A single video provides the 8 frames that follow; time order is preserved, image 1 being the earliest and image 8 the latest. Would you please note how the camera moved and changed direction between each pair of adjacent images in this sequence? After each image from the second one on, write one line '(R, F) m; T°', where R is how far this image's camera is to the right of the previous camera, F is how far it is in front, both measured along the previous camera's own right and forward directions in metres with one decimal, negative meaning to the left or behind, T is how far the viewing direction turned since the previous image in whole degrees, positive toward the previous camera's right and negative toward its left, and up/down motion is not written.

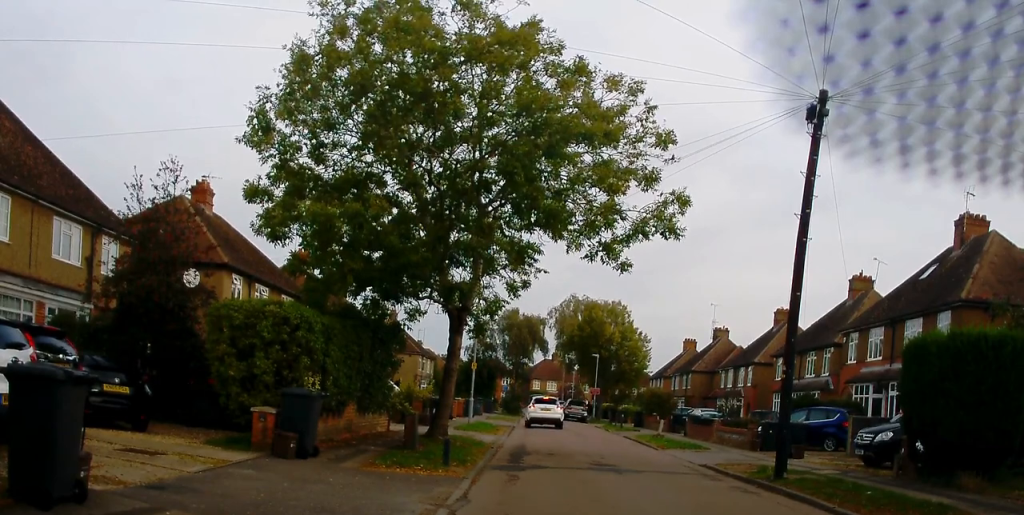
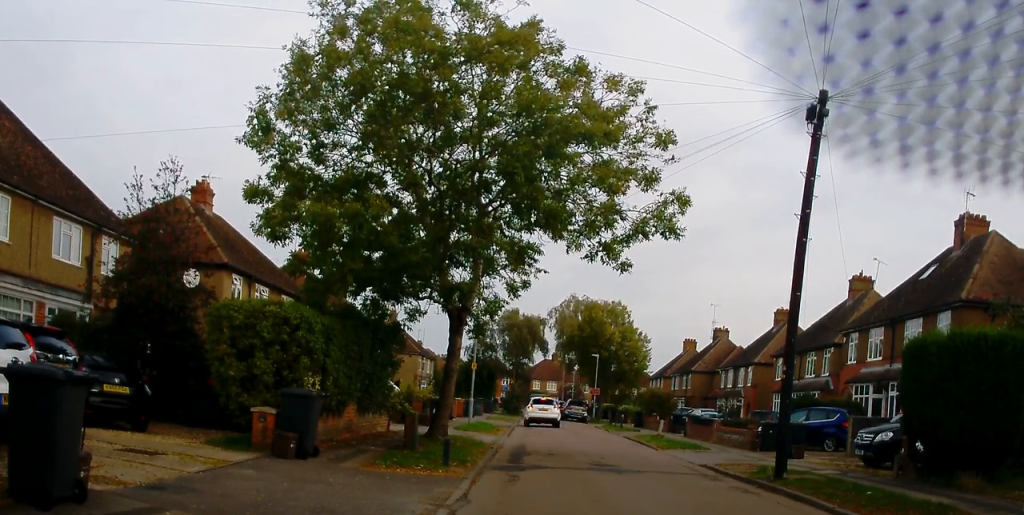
(+0.1, 0.0) m; 0°
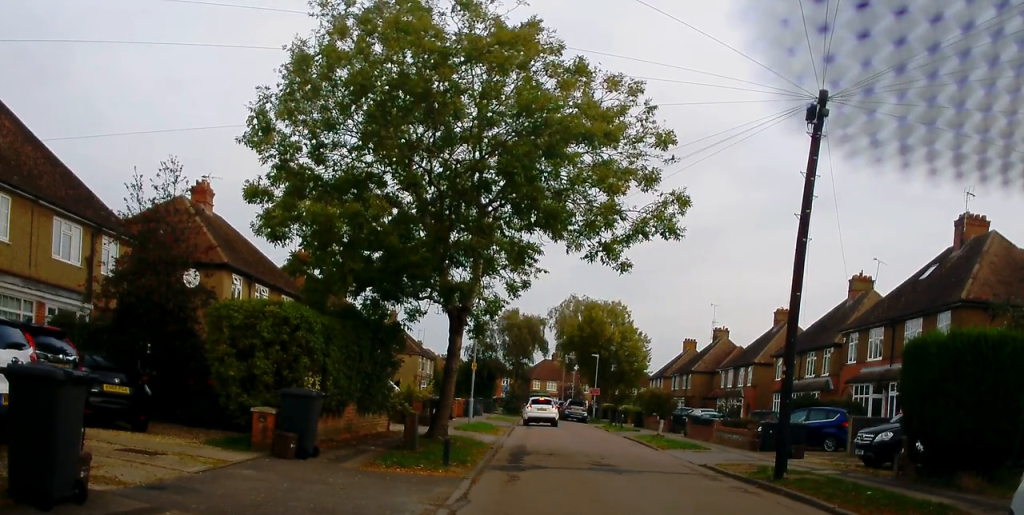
(0.0, +0.1) m; 0°
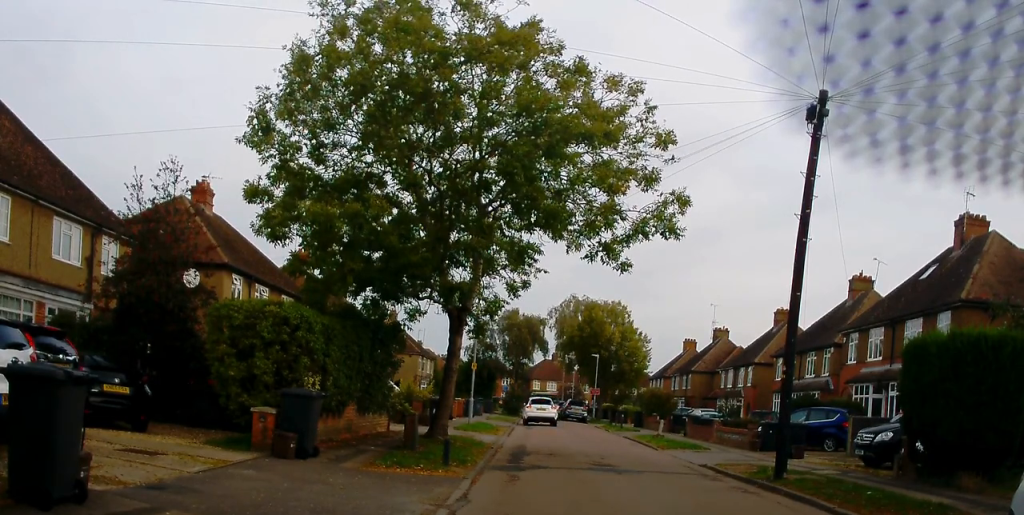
(0.0, +0.1) m; 0°
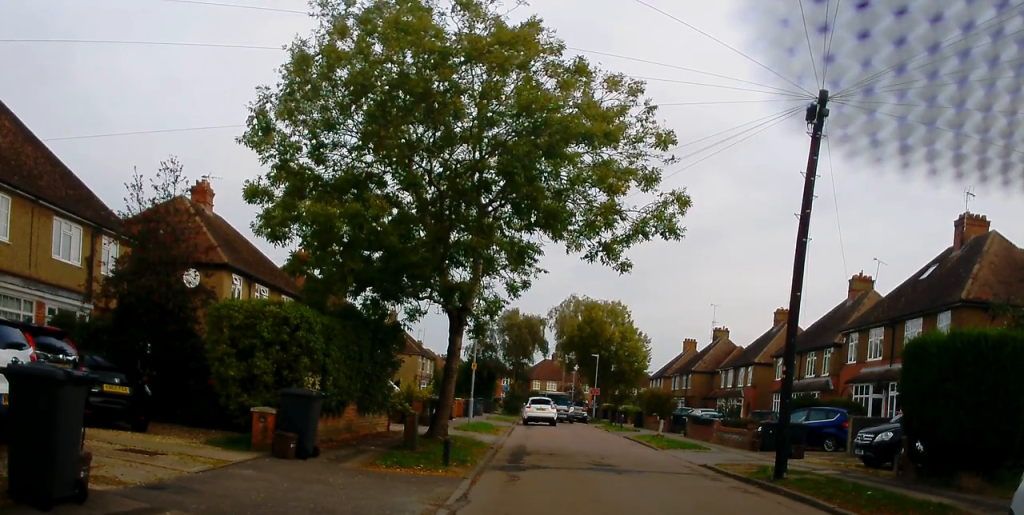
(0.0, 0.0) m; 0°
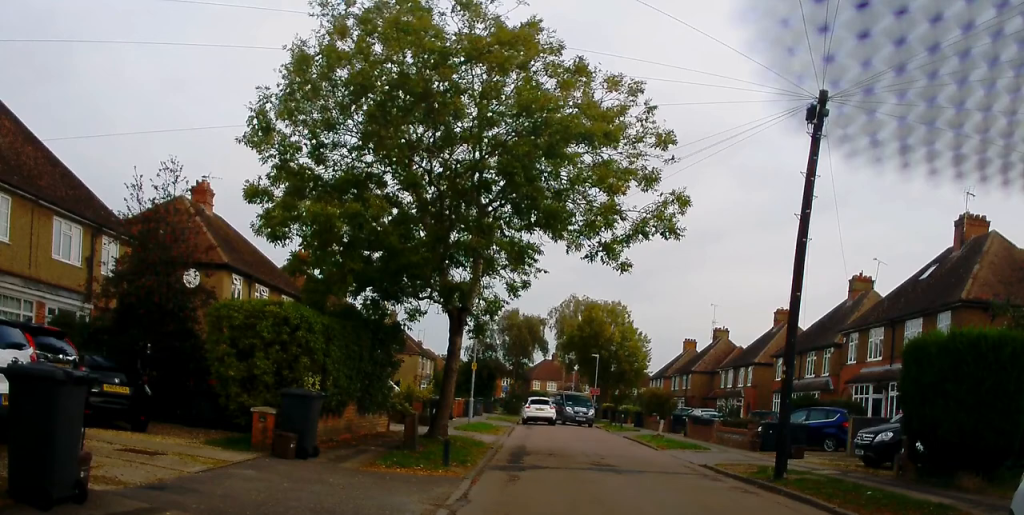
(0.0, 0.0) m; 0°
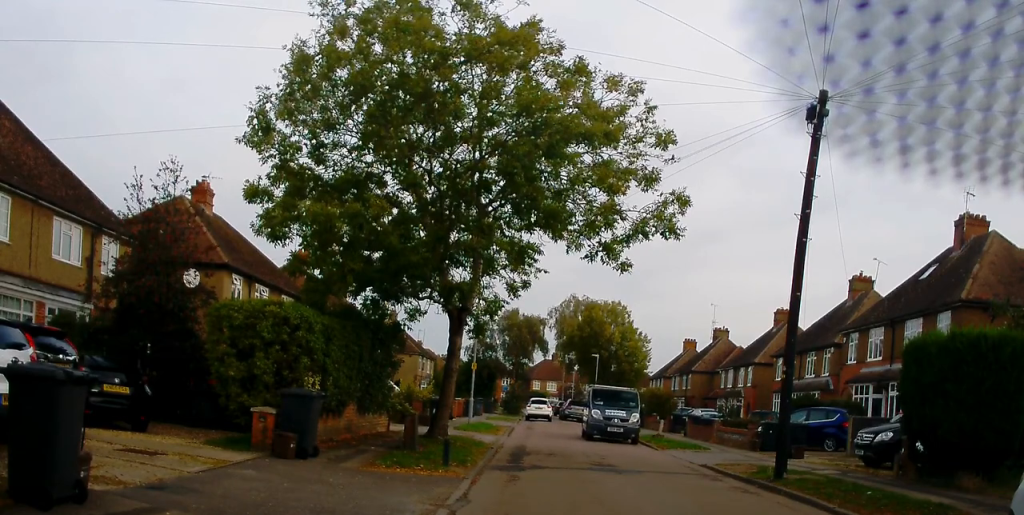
(0.0, 0.0) m; 0°
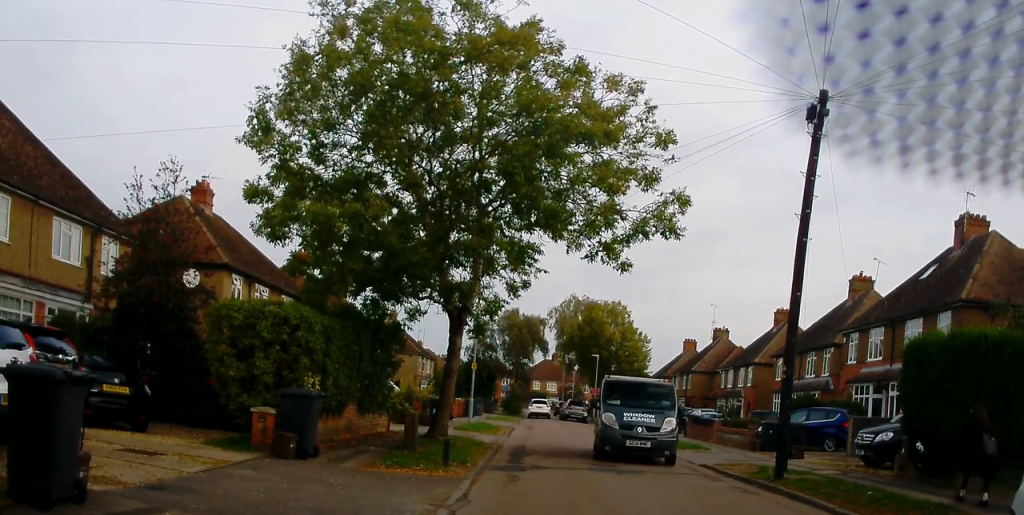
(0.0, 0.0) m; 0°
